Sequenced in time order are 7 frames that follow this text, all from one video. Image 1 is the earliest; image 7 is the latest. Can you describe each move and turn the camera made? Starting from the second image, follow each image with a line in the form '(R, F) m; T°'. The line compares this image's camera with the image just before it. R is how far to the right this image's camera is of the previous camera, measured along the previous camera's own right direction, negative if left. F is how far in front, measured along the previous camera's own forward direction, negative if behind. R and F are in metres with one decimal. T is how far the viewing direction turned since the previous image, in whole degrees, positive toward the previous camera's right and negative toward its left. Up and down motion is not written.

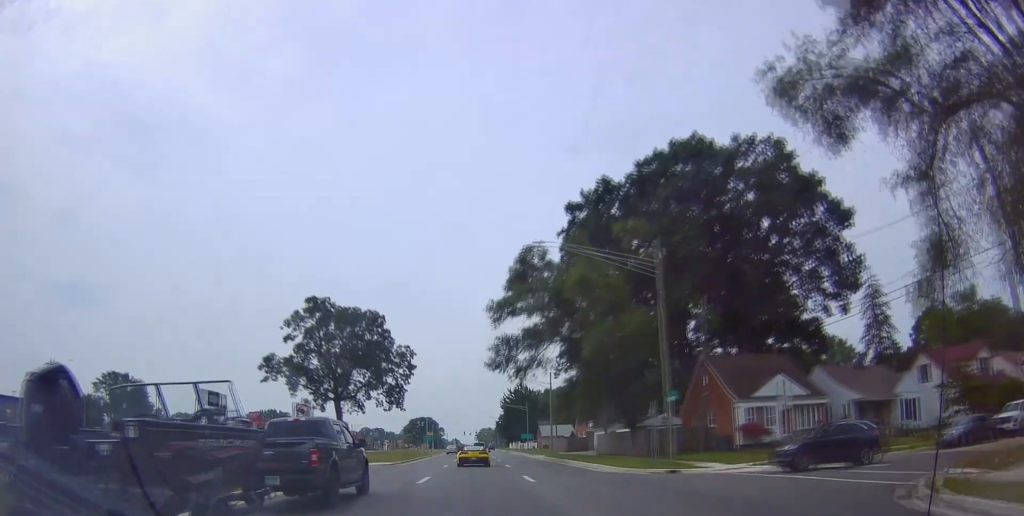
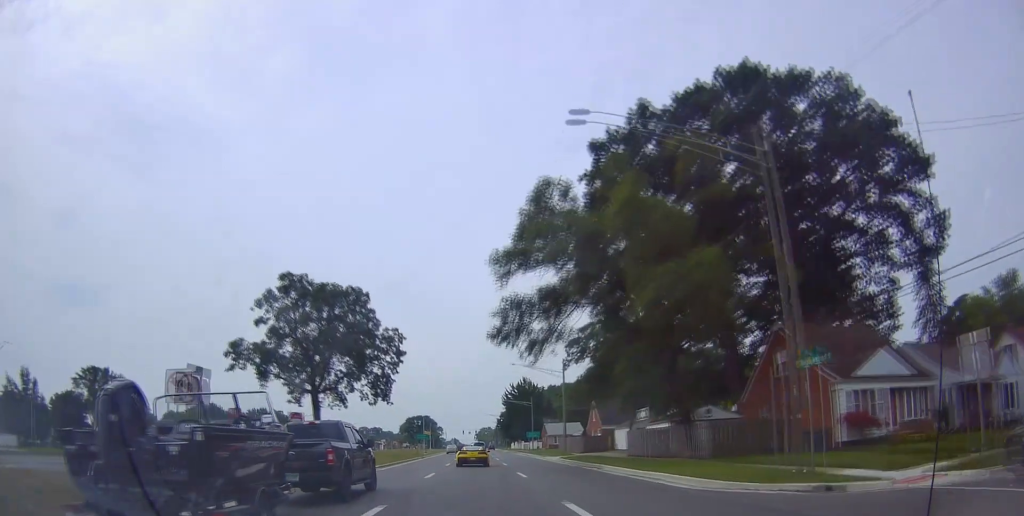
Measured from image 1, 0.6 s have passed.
(-0.1, +13.2) m; +1°
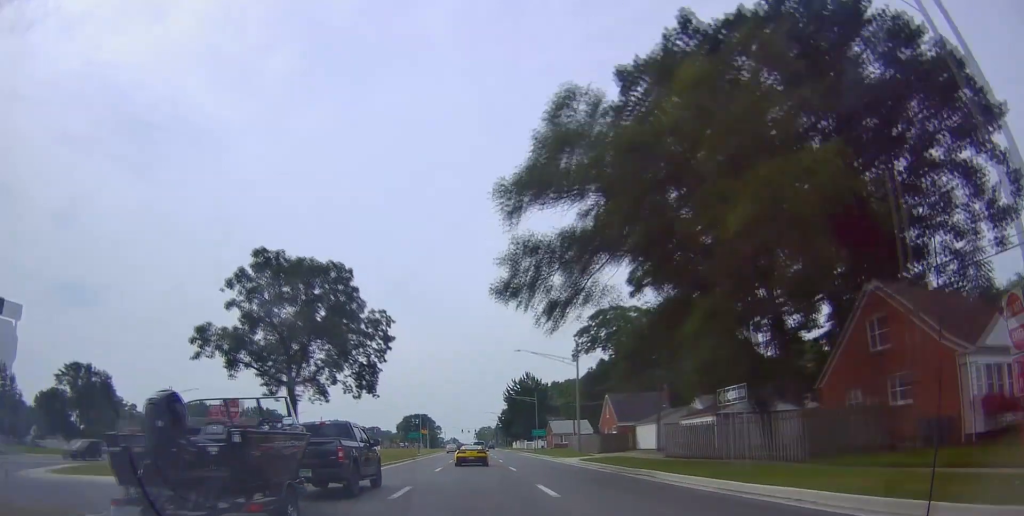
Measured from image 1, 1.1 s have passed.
(+0.3, +10.2) m; +1°
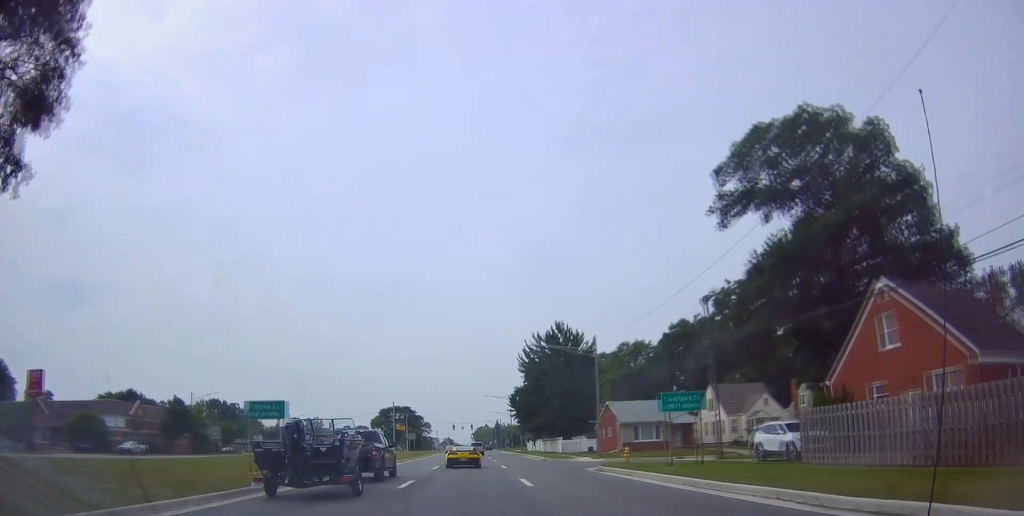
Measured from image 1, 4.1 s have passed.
(+1.8, +58.8) m; +1°
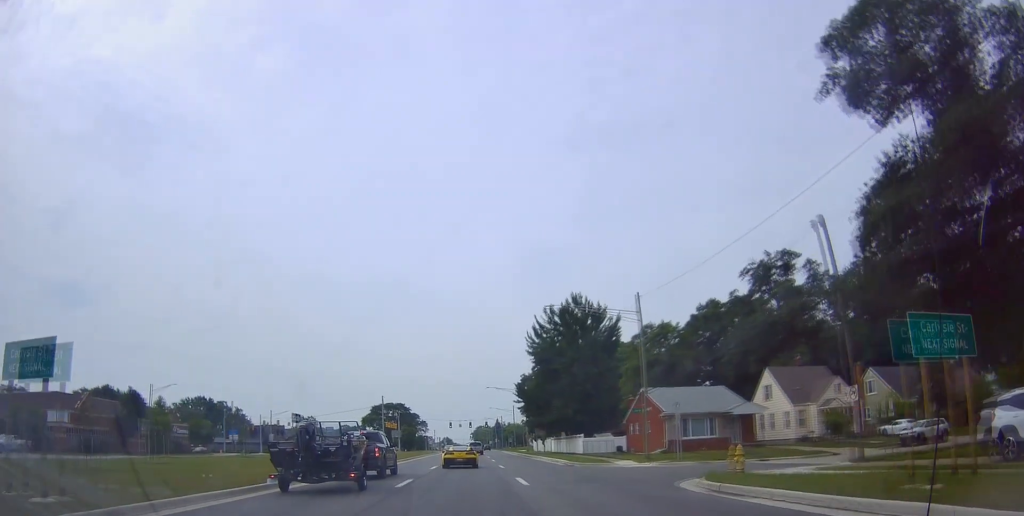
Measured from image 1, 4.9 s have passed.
(-0.1, +15.4) m; -1°
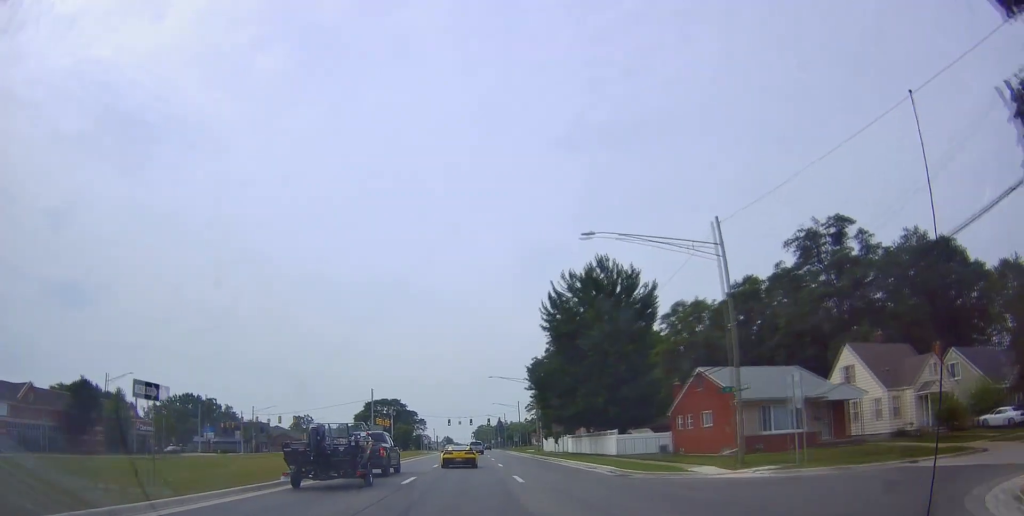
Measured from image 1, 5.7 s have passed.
(-0.5, +14.3) m; 0°
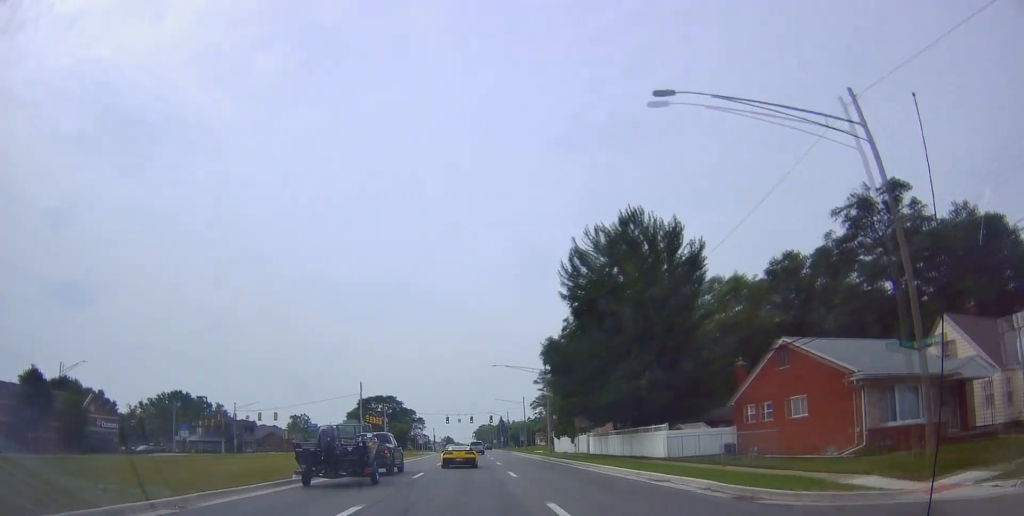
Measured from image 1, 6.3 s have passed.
(+0.3, +12.1) m; 0°
